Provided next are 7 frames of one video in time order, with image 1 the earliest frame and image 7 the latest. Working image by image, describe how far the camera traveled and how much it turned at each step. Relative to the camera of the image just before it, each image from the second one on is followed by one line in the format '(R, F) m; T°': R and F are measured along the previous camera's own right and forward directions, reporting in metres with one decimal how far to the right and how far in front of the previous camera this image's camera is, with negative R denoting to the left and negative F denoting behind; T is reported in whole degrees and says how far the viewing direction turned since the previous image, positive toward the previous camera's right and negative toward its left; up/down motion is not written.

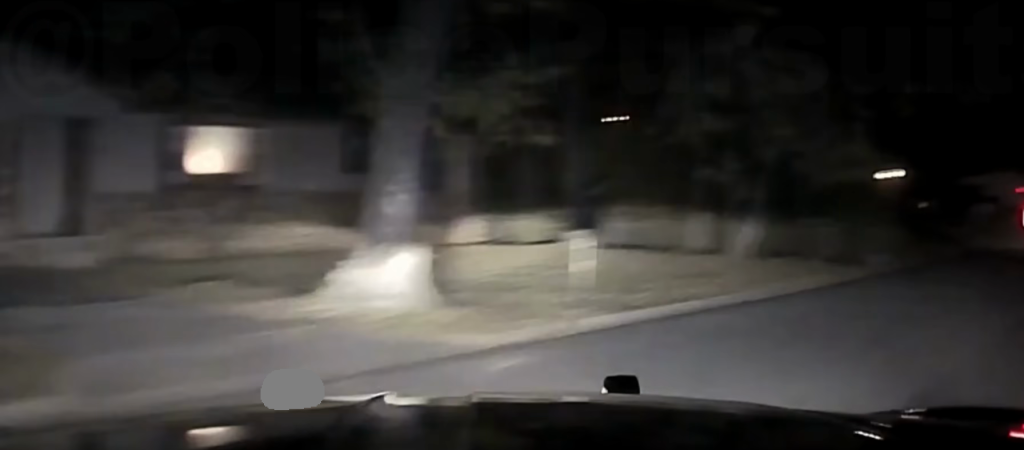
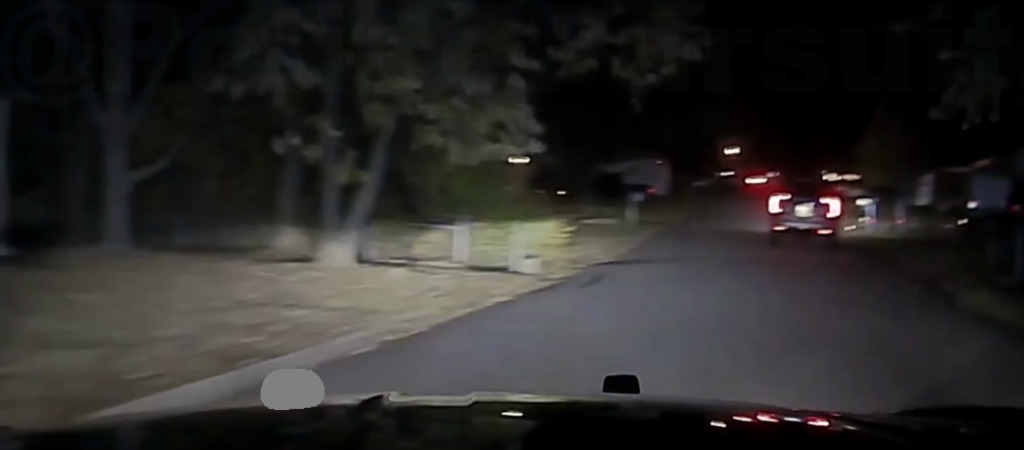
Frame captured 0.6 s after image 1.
(+1.3, +7.4) m; +12°
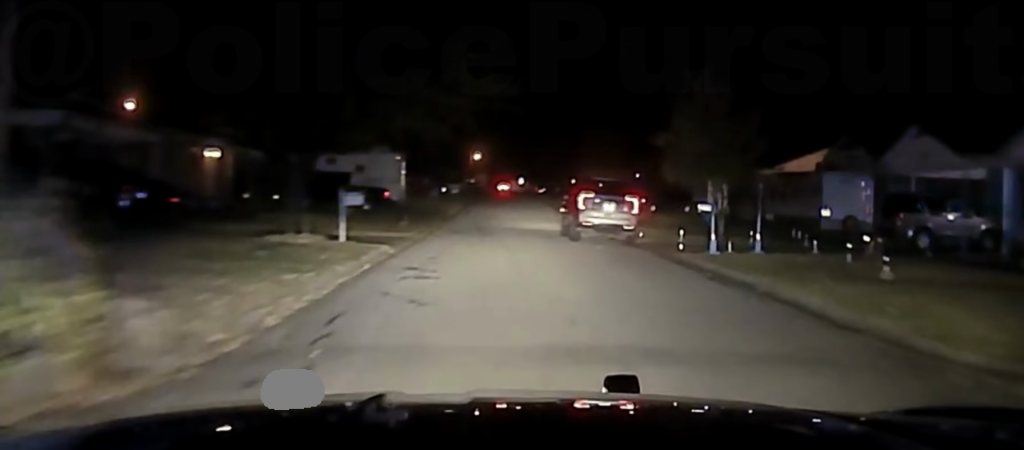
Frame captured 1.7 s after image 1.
(+1.1, +14.3) m; +5°
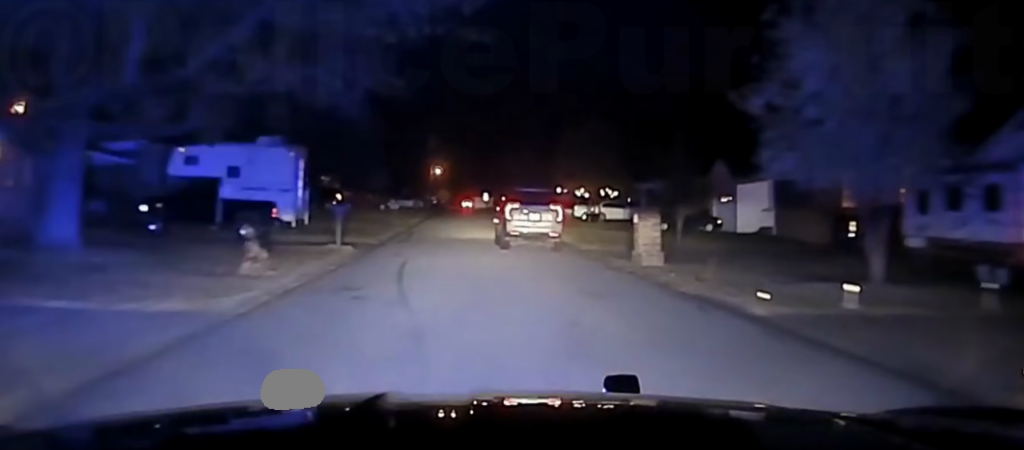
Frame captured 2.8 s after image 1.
(+0.1, +18.4) m; 0°
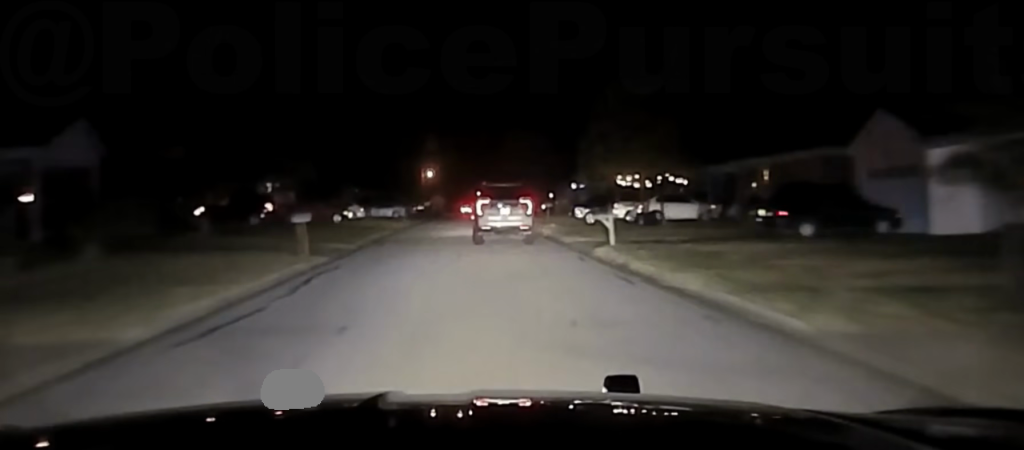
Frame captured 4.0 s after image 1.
(-0.1, +25.8) m; -1°
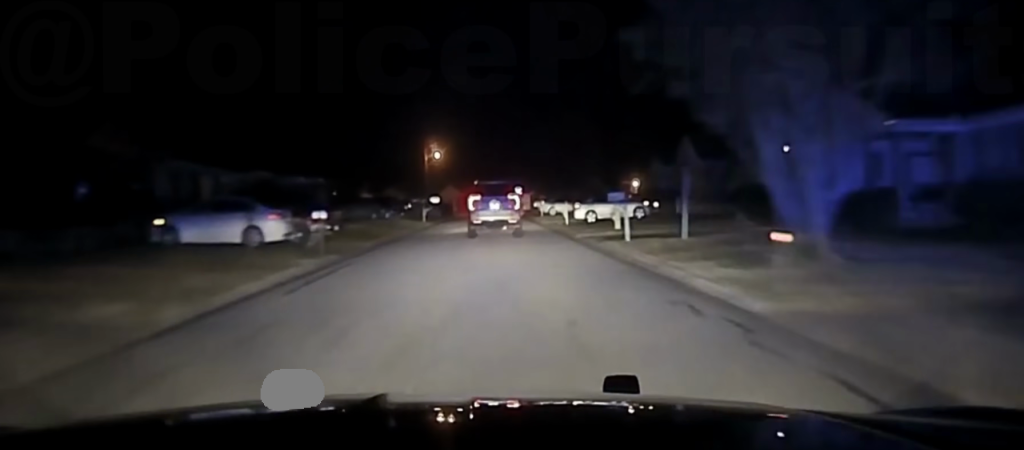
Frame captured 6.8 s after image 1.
(-1.3, +68.7) m; -1°
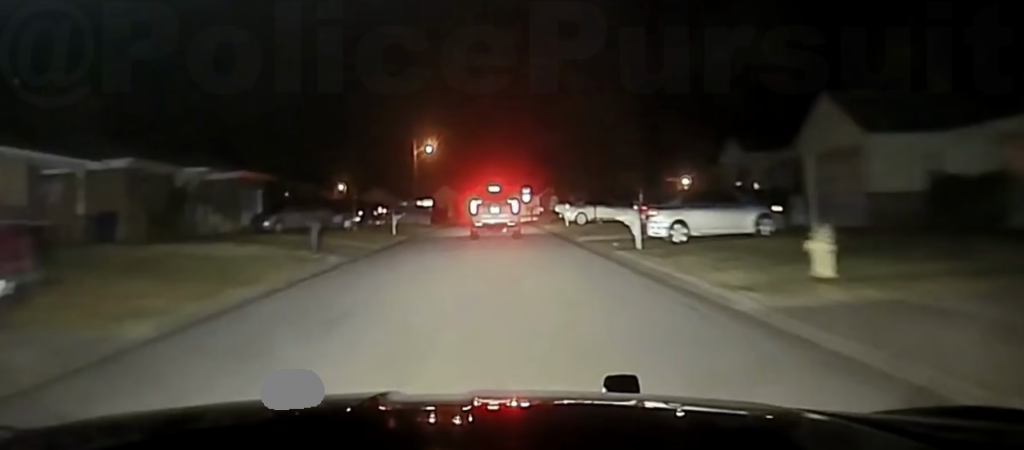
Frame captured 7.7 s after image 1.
(+0.1, +25.1) m; 0°
